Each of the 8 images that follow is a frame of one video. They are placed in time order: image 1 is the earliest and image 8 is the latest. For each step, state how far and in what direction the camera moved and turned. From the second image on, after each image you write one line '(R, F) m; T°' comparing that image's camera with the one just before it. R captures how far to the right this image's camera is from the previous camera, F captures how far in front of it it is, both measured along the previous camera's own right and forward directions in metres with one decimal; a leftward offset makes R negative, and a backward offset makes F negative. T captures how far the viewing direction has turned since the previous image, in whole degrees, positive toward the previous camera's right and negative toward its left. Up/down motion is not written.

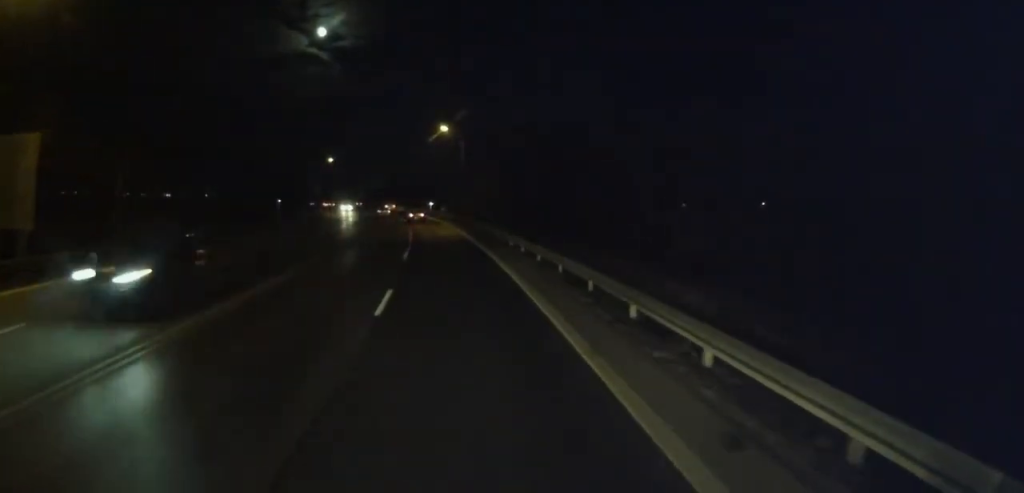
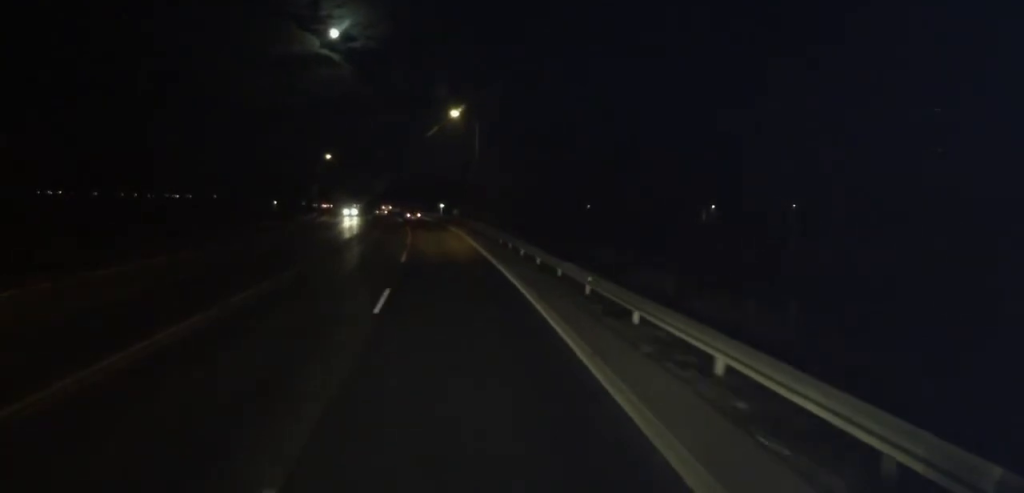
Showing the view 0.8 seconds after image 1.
(+0.1, +12.6) m; 0°
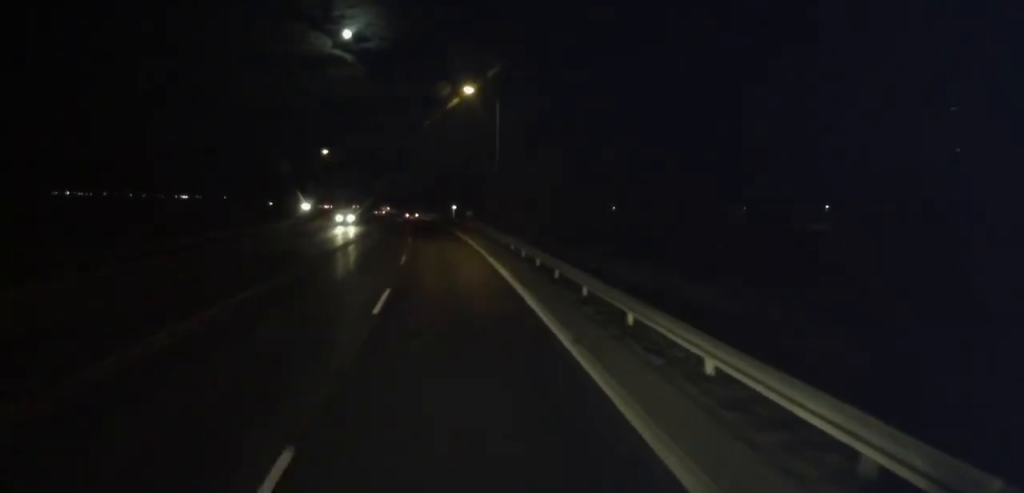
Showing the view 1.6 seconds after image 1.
(+0.2, +11.9) m; -2°
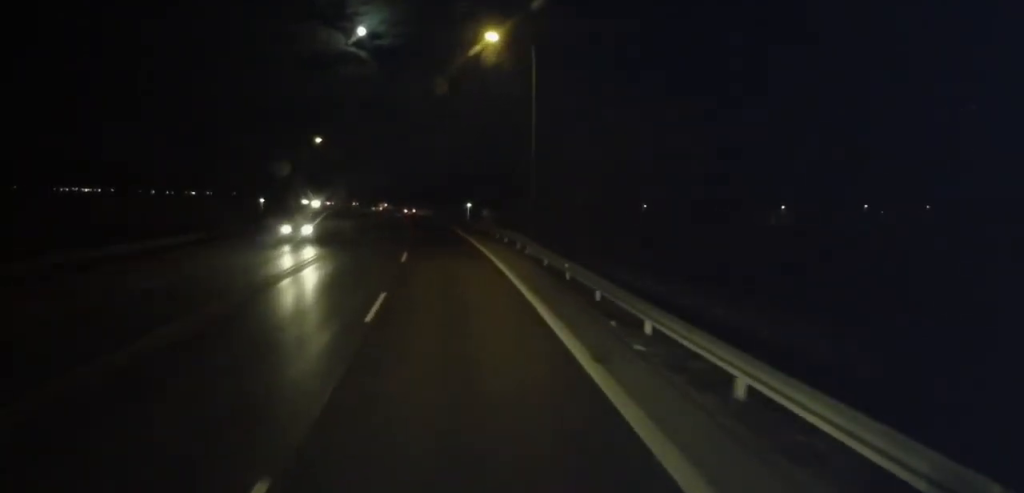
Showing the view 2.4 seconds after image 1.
(-0.8, +13.3) m; -3°
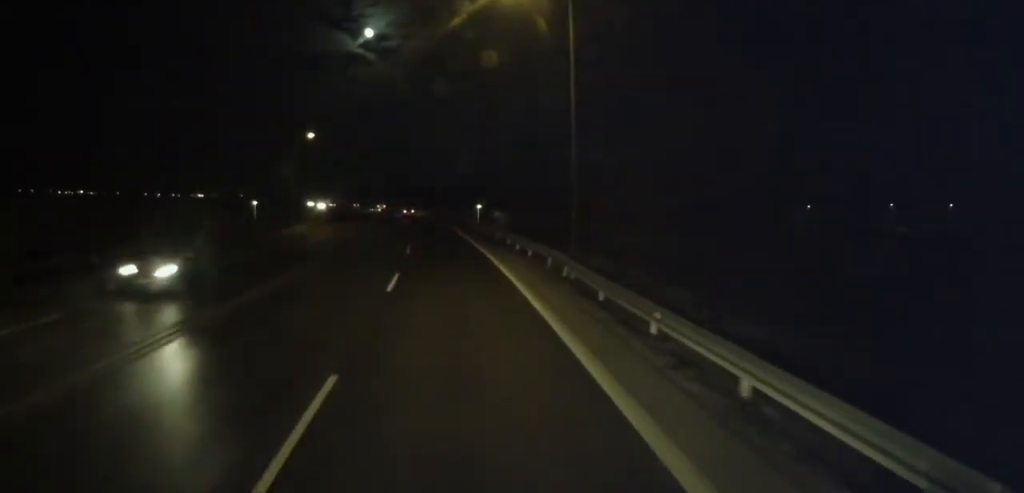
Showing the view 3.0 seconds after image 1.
(0.0, +8.0) m; 0°
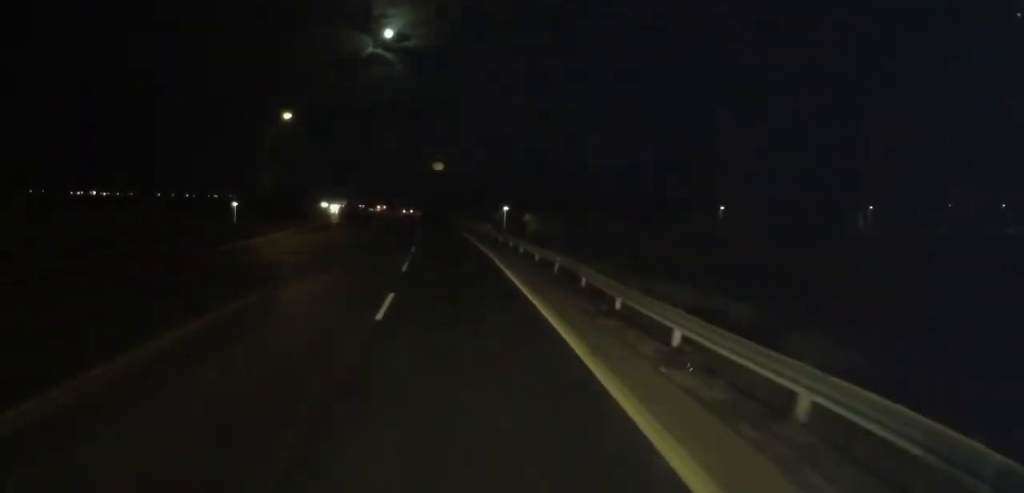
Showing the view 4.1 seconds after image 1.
(0.0, +17.0) m; -1°
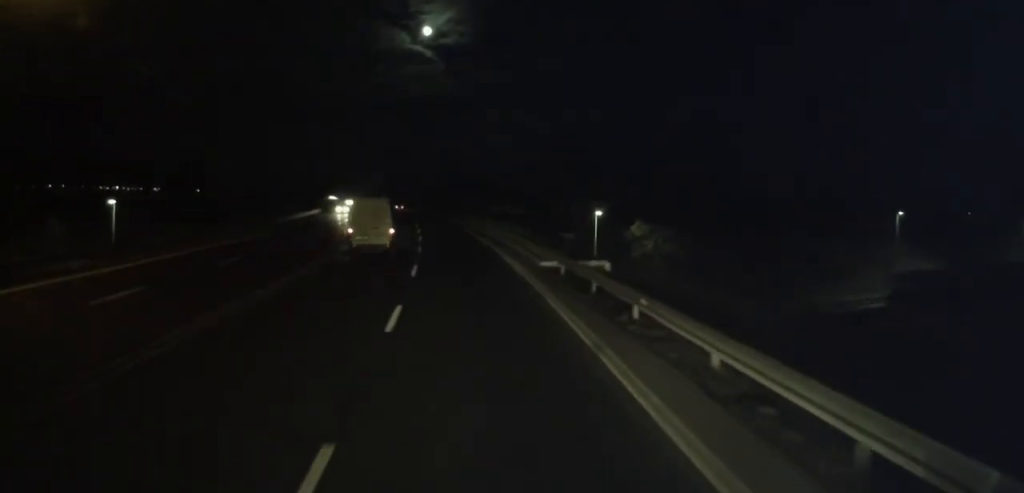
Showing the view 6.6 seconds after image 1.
(-1.5, +37.5) m; -3°
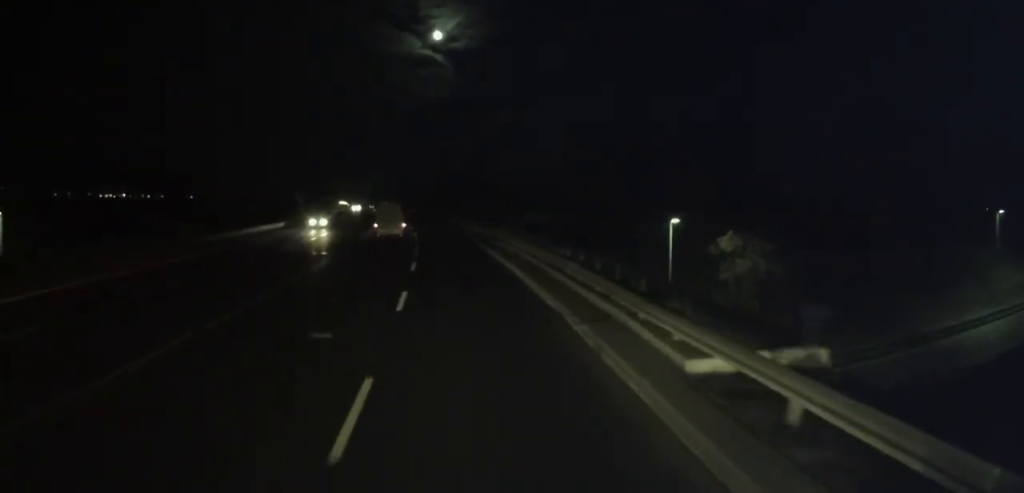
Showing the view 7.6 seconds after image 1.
(0.0, +14.6) m; 0°
